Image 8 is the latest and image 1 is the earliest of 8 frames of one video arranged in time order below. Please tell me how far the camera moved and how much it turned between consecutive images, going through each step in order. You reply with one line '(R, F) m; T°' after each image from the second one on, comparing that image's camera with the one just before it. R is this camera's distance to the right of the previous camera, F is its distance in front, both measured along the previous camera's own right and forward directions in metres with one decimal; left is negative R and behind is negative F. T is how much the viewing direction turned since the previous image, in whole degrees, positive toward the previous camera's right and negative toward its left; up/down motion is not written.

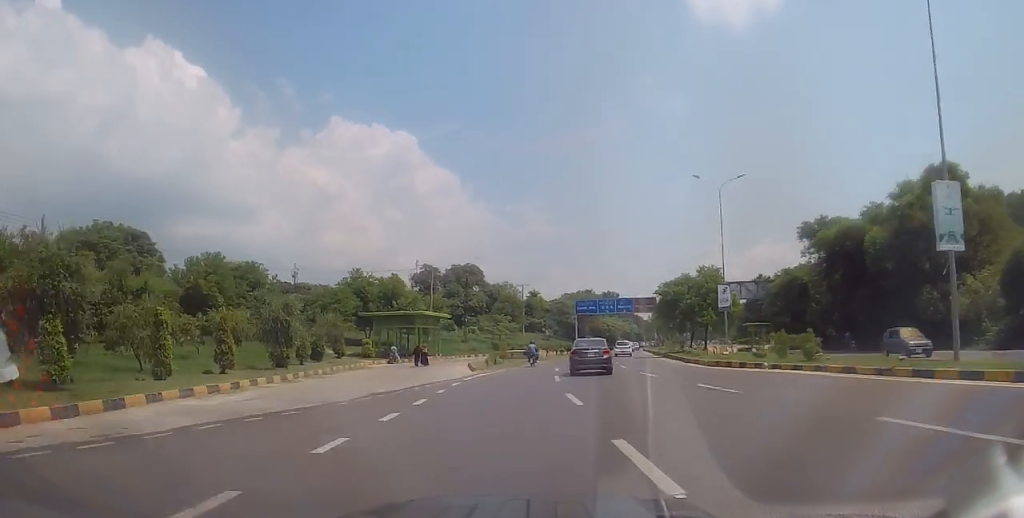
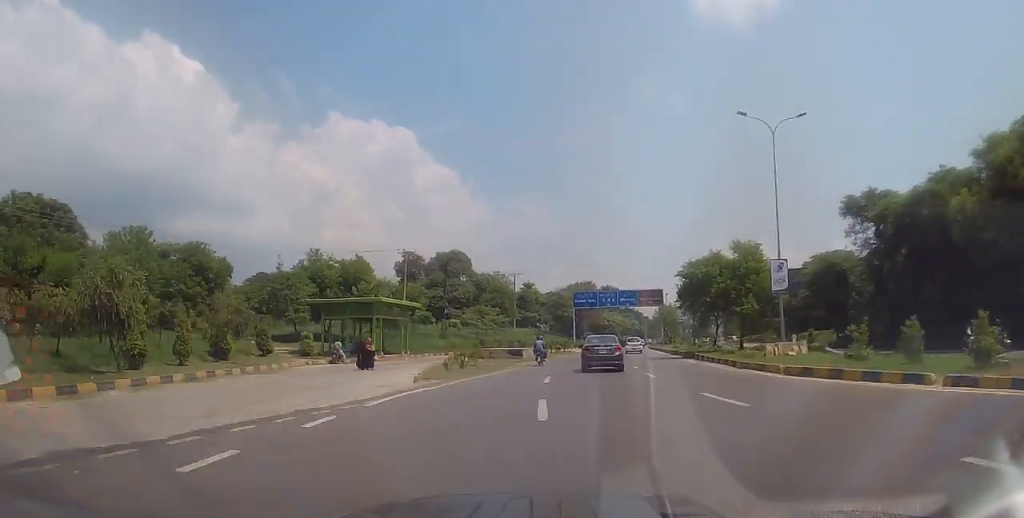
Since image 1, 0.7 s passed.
(-0.3, +12.1) m; 0°
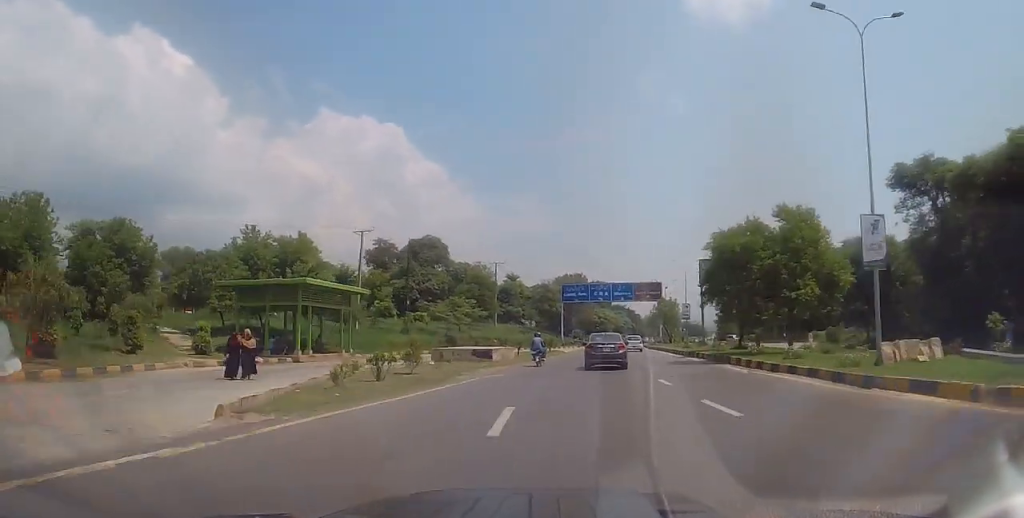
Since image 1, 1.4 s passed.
(+0.4, +11.4) m; +2°
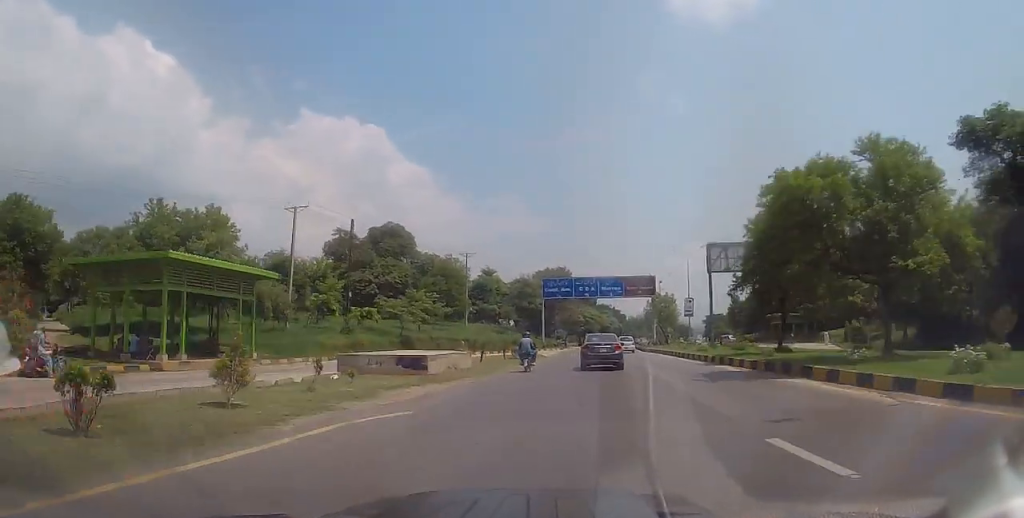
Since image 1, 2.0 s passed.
(+0.1, +11.3) m; +2°
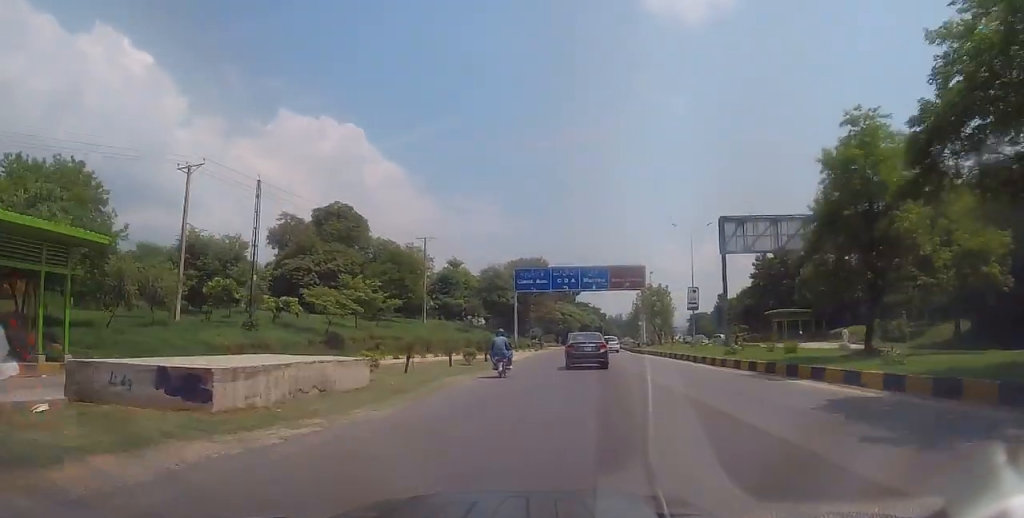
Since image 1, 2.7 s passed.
(0.0, +11.8) m; +2°
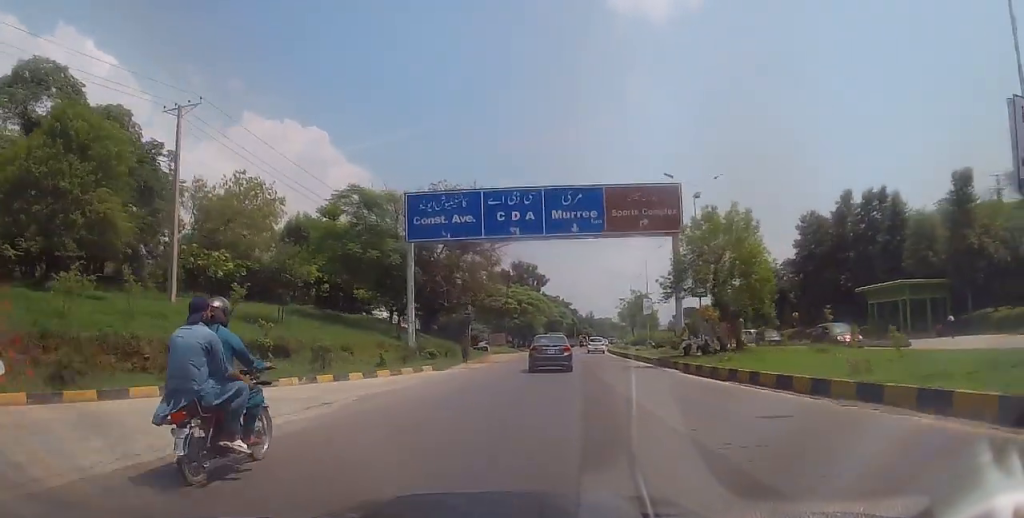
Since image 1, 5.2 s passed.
(+1.6, +40.5) m; +1°
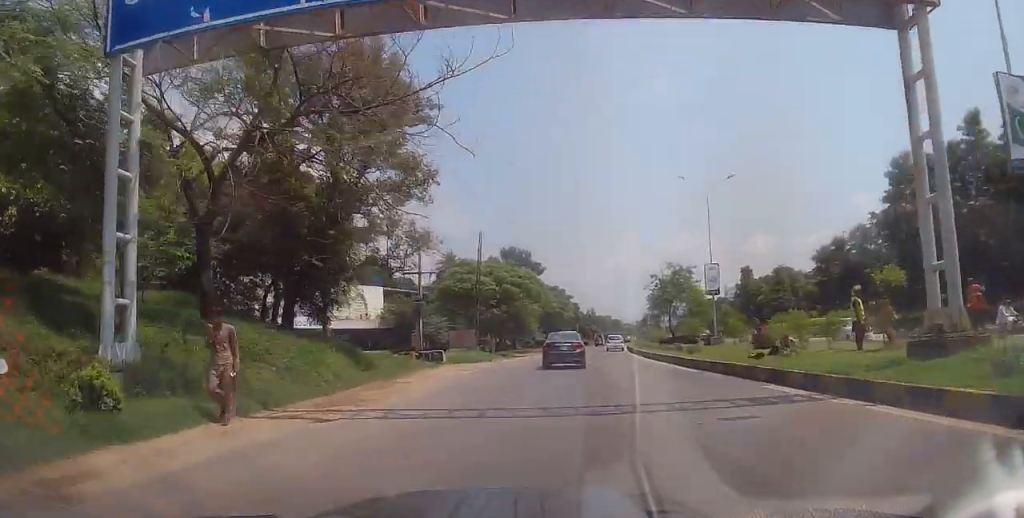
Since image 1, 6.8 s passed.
(-0.2, +25.8) m; +1°
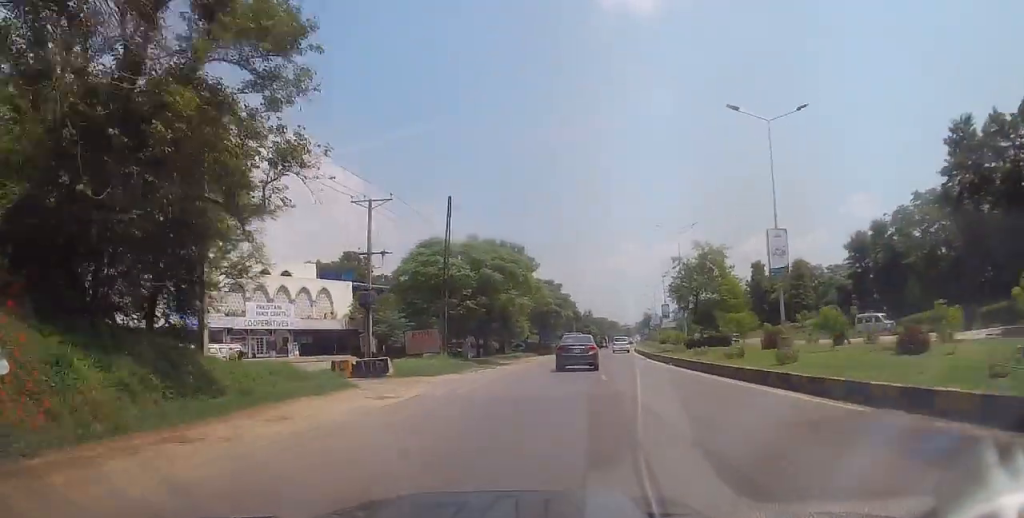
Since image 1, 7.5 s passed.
(+0.2, +11.5) m; +2°
